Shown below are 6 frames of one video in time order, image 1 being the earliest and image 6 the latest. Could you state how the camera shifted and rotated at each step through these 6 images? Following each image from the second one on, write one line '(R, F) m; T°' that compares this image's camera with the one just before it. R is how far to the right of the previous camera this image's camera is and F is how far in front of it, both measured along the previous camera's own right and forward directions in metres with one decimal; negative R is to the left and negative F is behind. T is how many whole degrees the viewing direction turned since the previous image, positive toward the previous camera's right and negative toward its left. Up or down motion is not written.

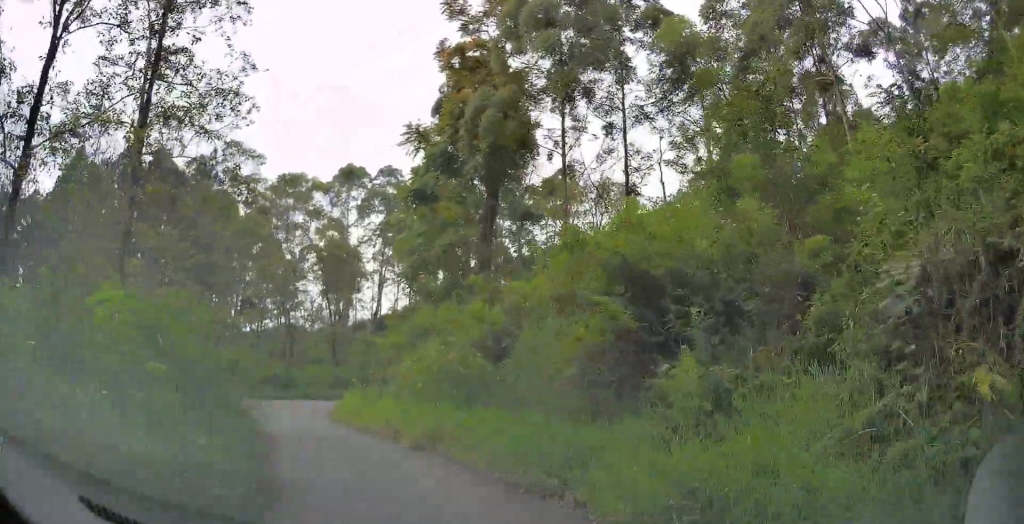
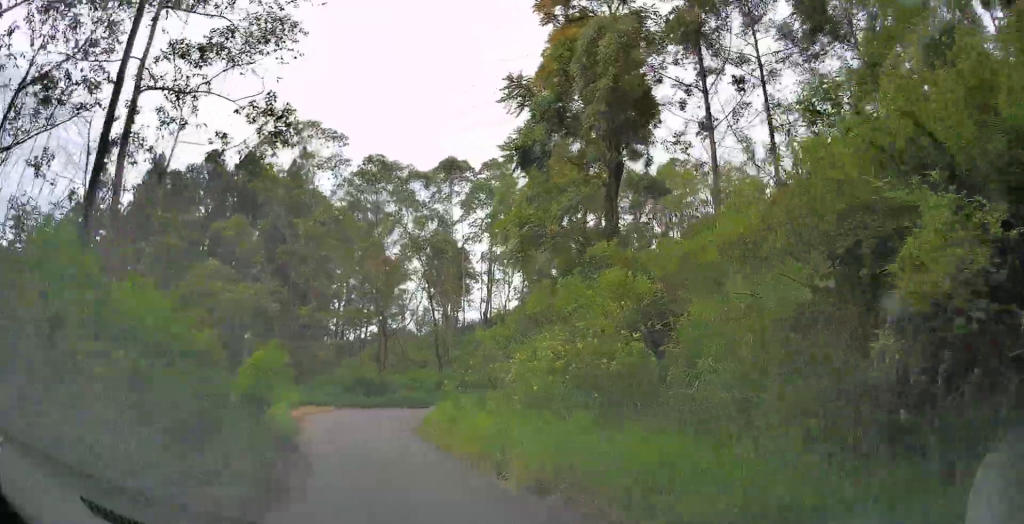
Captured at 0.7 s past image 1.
(-0.5, +5.5) m; -9°
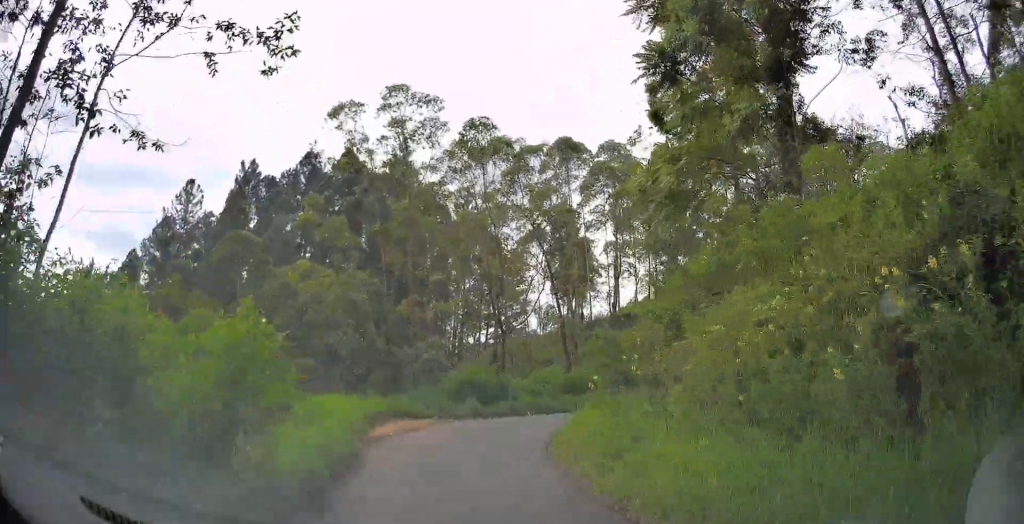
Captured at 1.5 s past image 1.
(-0.4, +6.4) m; -7°
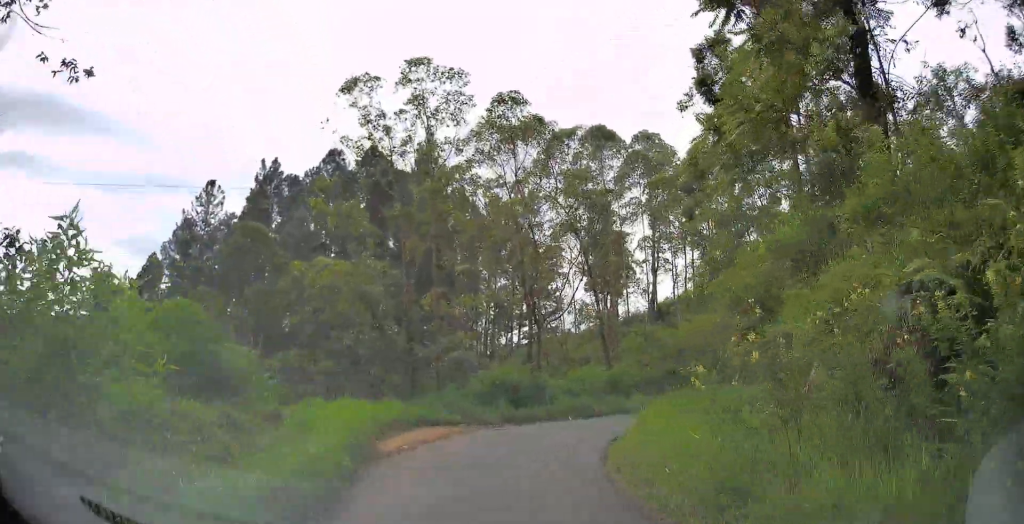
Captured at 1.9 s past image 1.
(-0.2, +3.2) m; 0°
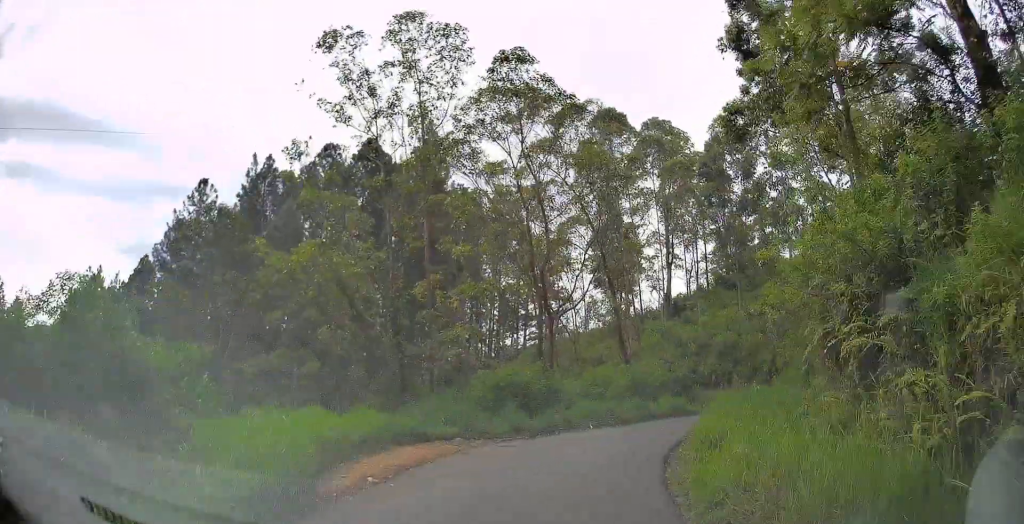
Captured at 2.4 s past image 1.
(-0.3, +4.3) m; 0°
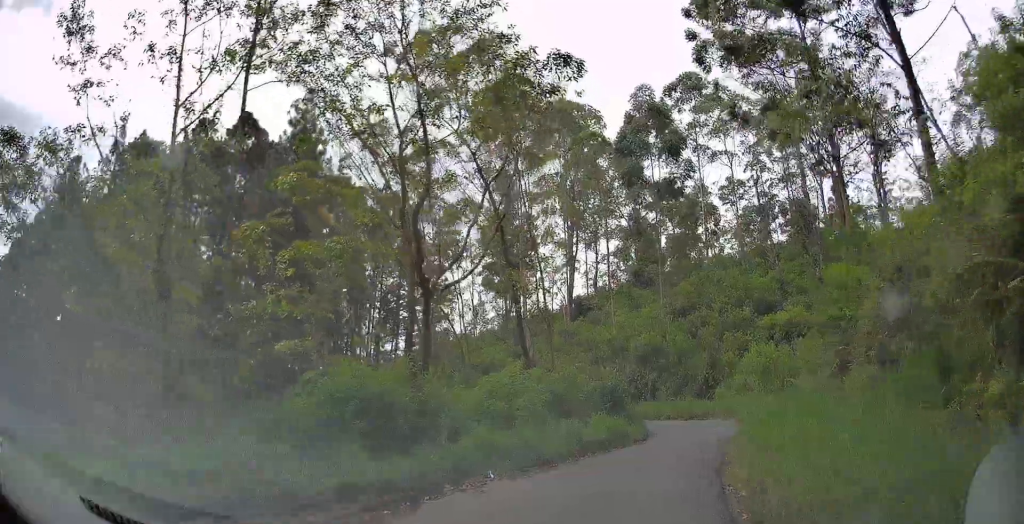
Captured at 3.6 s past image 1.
(+0.6, +8.9) m; +6°
